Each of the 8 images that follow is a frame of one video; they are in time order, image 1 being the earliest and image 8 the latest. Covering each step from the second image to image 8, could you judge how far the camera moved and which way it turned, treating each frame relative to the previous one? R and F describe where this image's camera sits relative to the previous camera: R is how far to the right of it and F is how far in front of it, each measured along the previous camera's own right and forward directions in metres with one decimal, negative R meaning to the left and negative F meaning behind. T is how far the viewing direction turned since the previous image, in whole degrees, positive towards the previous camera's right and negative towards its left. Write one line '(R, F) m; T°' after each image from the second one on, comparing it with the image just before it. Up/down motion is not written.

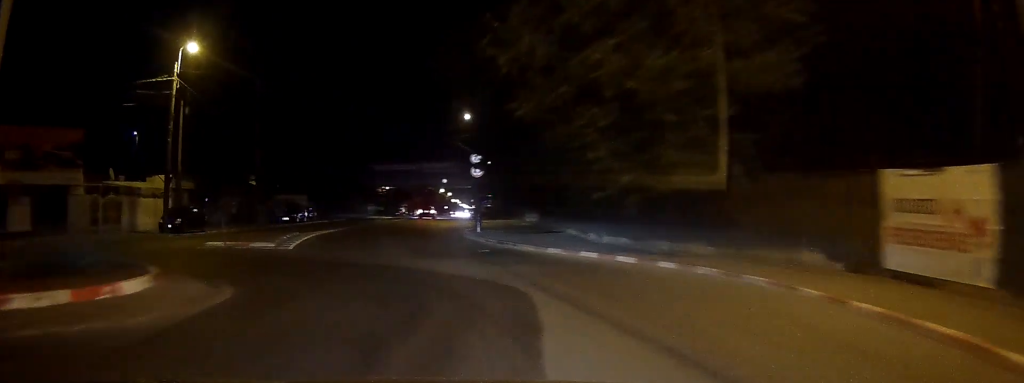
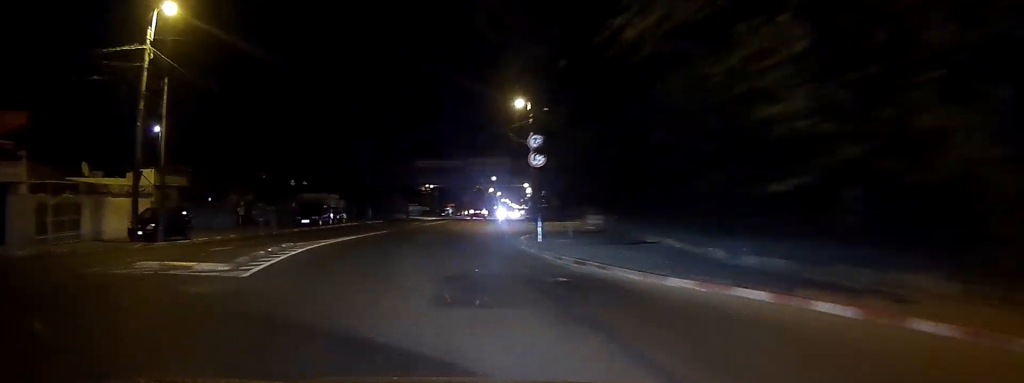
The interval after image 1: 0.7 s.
(0.0, +9.3) m; 0°
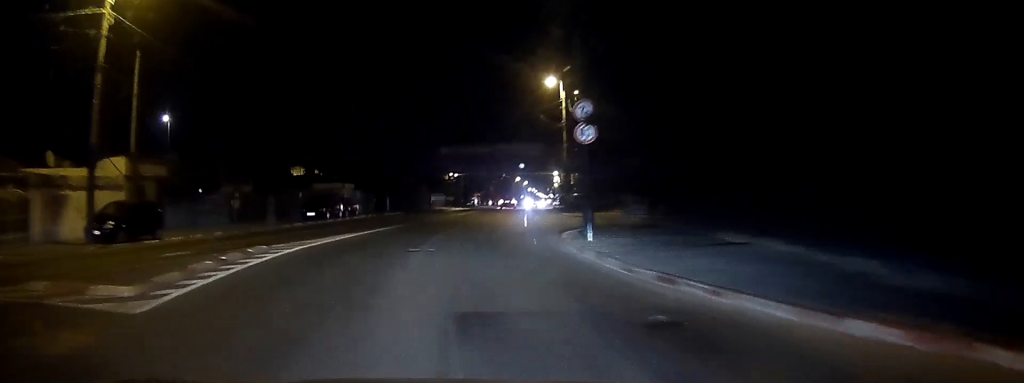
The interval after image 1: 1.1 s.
(0.0, +6.1) m; 0°
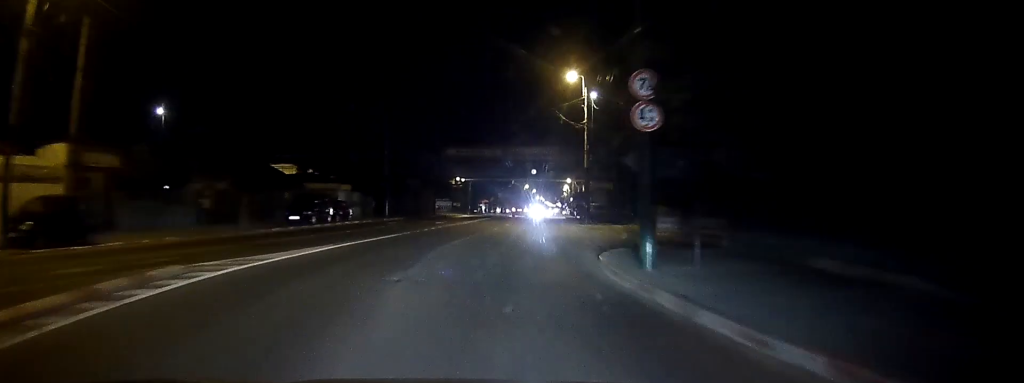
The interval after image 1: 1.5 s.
(0.0, +6.1) m; 0°
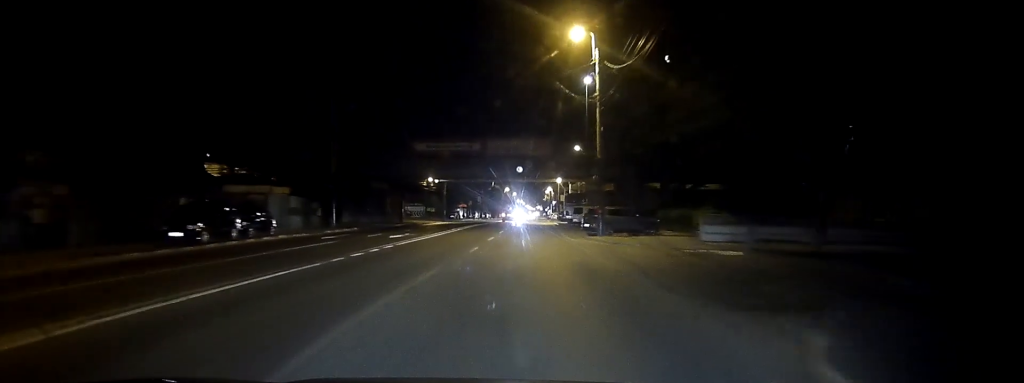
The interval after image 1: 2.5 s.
(0.0, +13.7) m; 0°
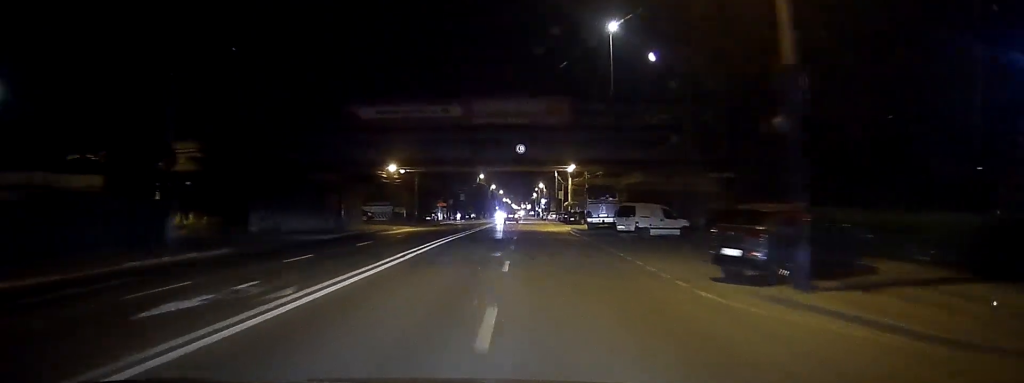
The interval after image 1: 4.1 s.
(0.0, +23.8) m; +1°
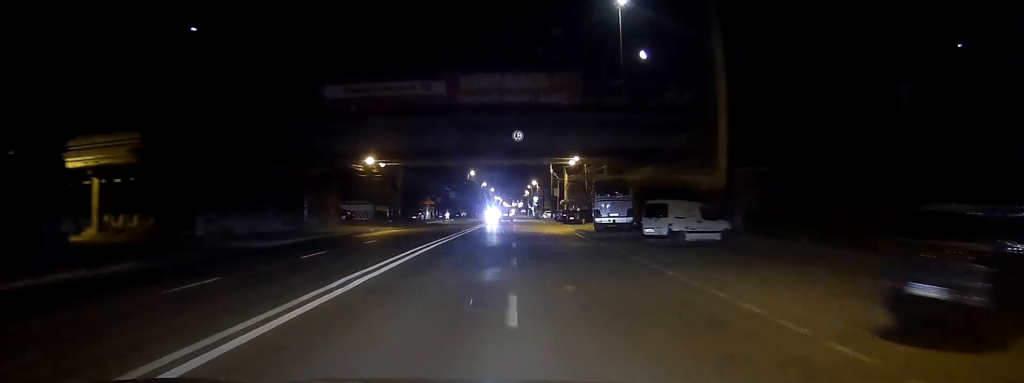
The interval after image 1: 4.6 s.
(0.0, +7.4) m; 0°
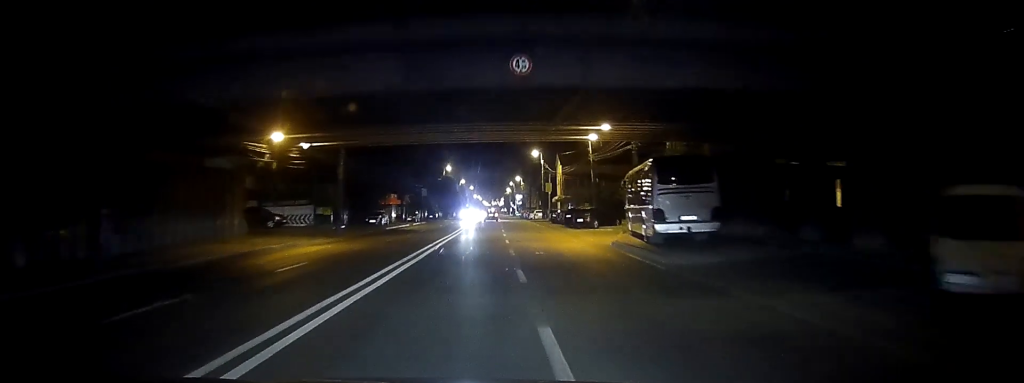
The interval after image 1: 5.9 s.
(+0.2, +19.6) m; +1°
